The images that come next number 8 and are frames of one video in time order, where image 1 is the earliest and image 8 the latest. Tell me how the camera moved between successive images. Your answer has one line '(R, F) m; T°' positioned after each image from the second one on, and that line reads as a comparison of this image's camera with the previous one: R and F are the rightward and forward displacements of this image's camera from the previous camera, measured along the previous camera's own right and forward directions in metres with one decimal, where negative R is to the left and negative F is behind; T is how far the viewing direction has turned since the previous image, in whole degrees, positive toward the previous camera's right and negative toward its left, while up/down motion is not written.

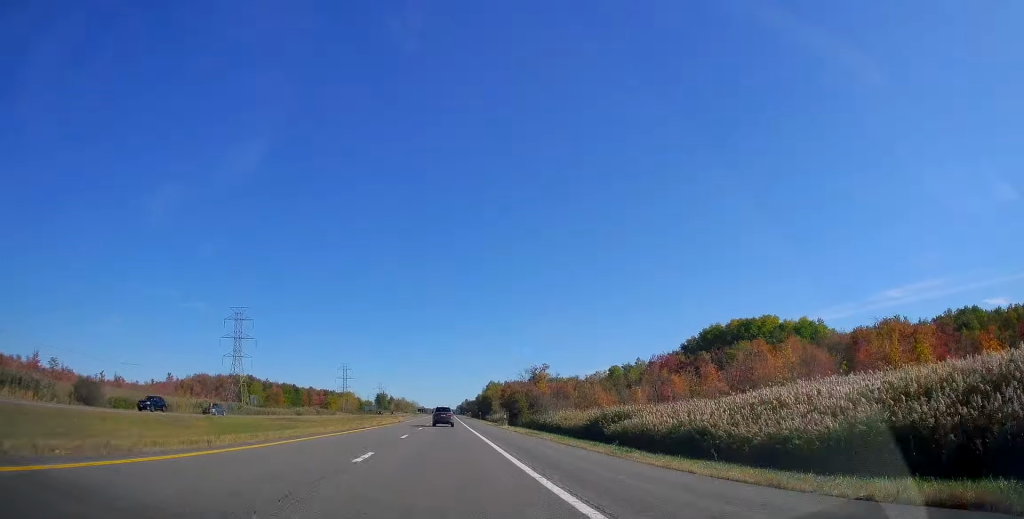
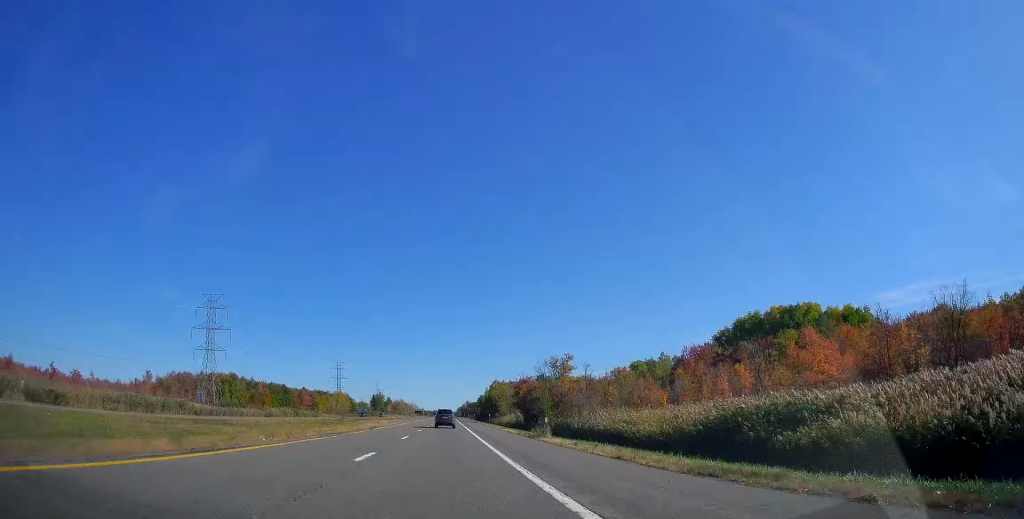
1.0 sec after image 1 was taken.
(0.0, +28.1) m; 0°
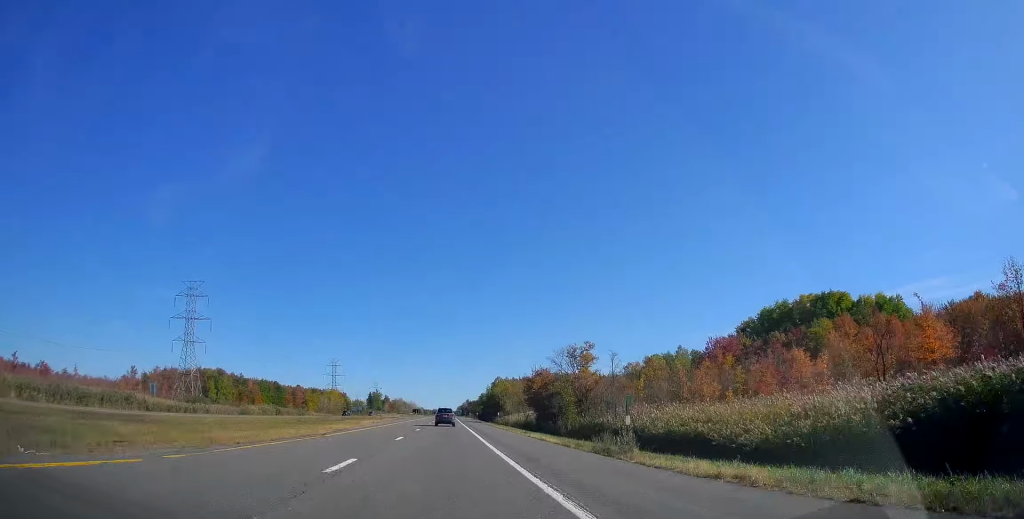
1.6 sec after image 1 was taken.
(+0.3, +17.5) m; 0°
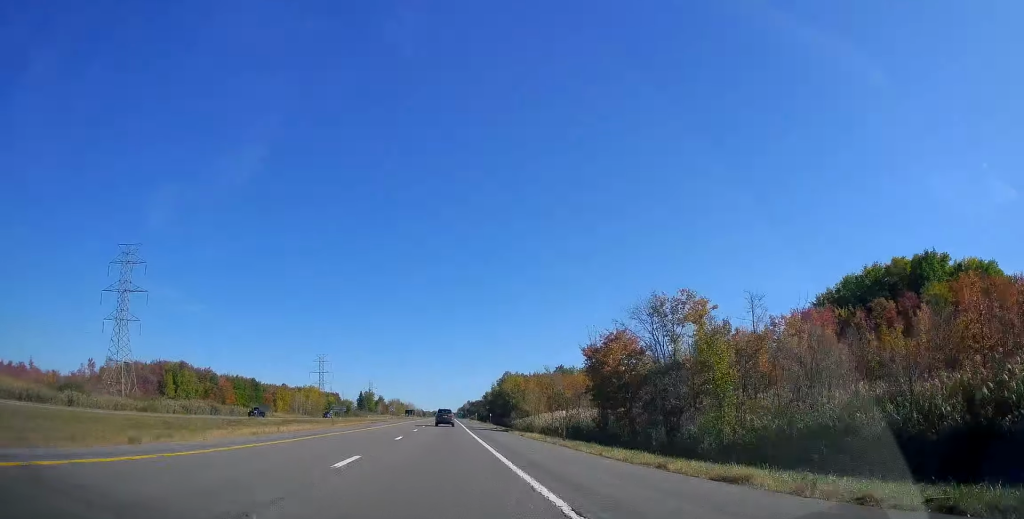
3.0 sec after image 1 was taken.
(-0.8, +43.0) m; 0°
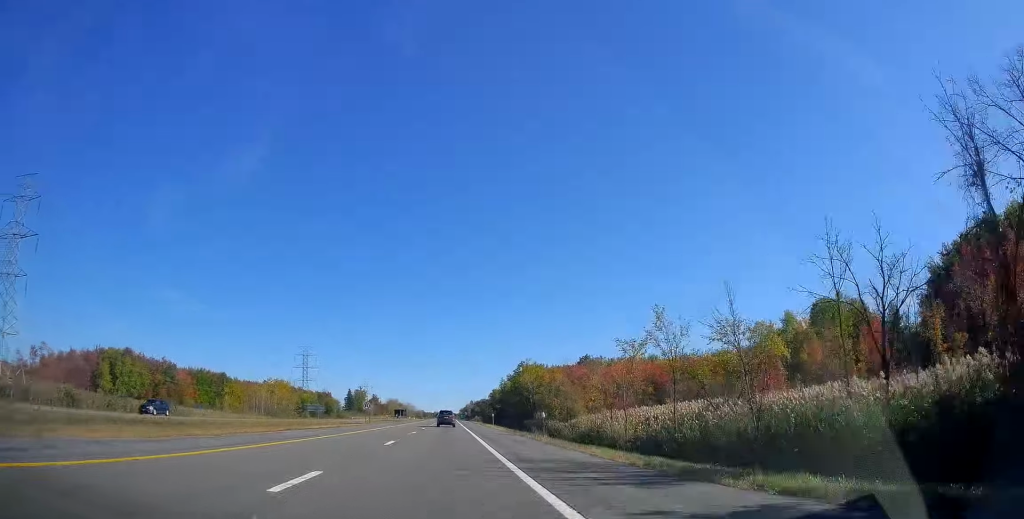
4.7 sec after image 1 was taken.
(+0.8, +47.6) m; +2°
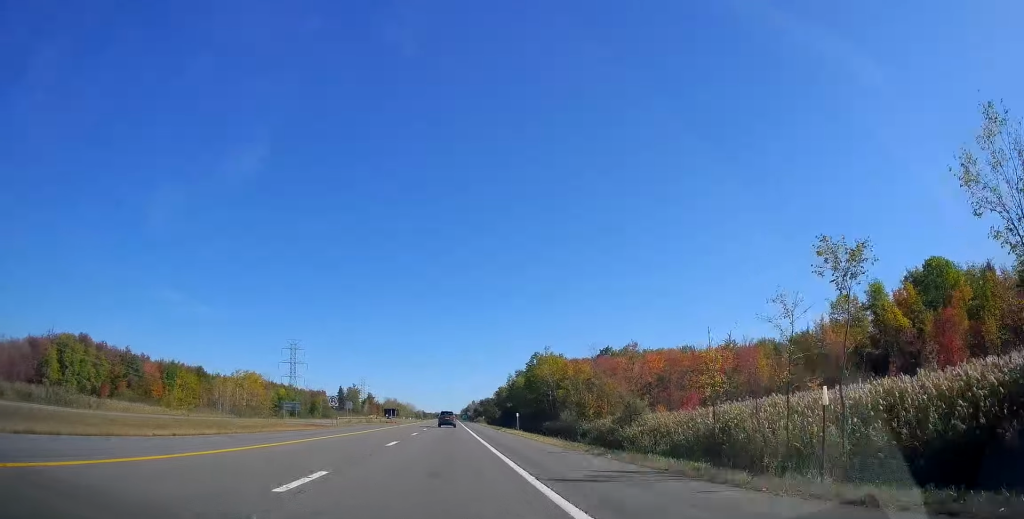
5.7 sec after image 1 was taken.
(0.0, +28.8) m; 0°
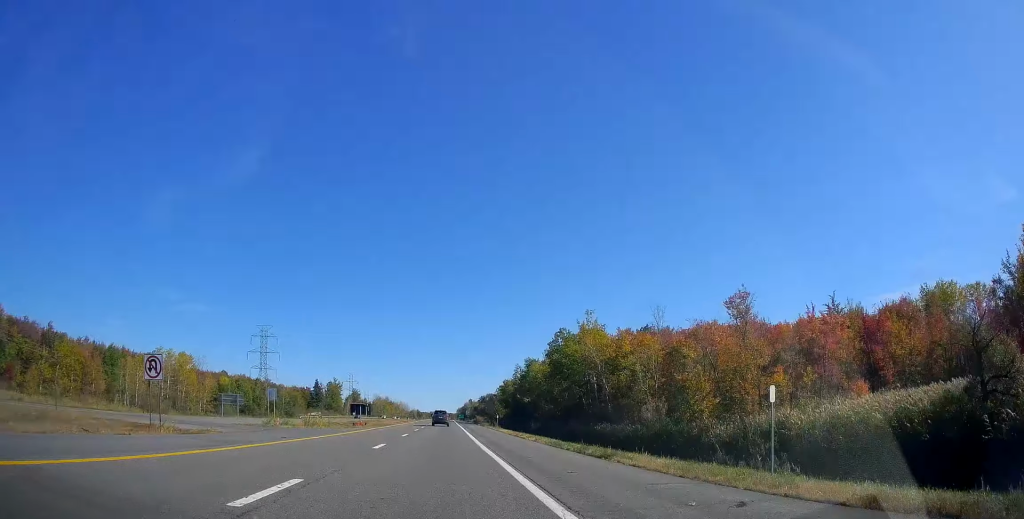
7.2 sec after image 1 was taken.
(-0.1, +43.1) m; 0°
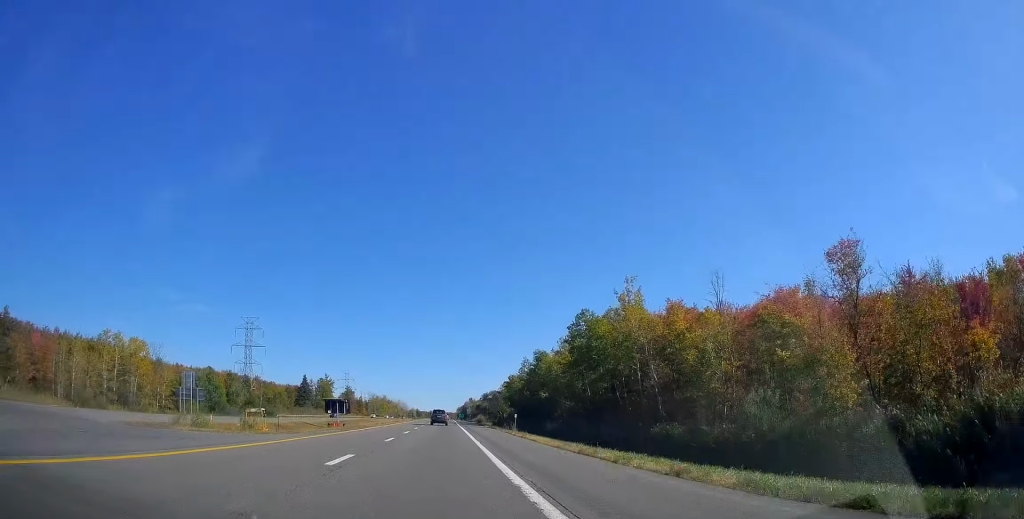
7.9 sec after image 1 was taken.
(0.0, +20.2) m; 0°
